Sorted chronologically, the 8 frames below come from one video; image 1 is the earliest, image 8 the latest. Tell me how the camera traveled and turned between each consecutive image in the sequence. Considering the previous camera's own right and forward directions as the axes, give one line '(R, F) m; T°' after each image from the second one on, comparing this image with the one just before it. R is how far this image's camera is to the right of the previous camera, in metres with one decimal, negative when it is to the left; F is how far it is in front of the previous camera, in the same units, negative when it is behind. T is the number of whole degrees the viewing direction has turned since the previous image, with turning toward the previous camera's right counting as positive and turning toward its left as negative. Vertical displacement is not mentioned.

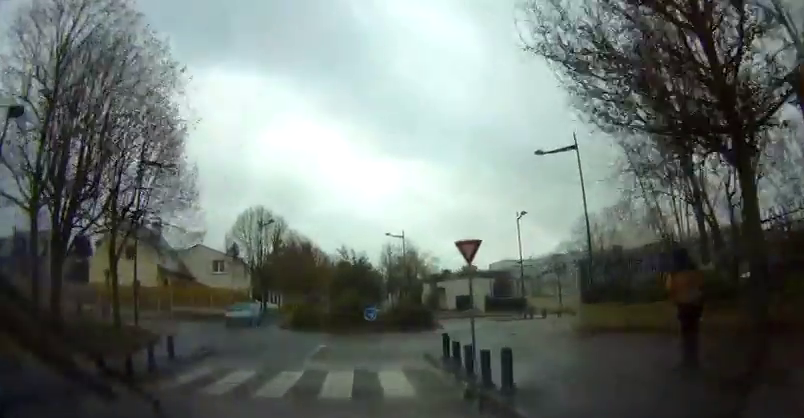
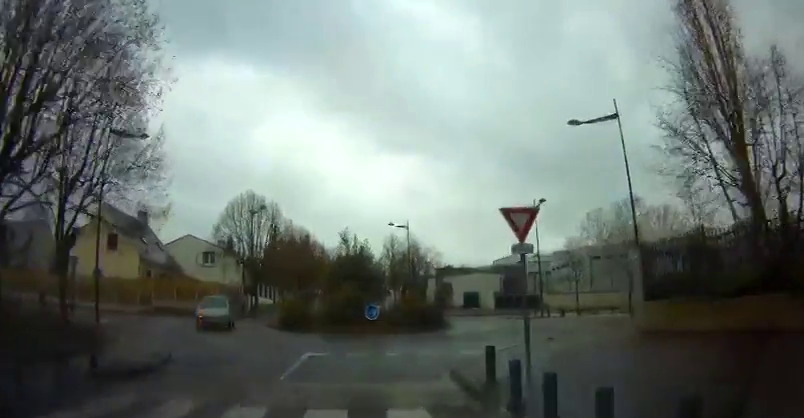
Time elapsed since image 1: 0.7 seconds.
(0.0, +4.3) m; +1°
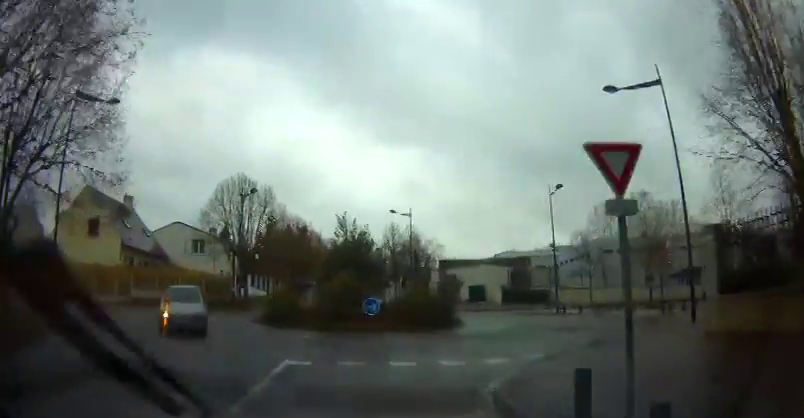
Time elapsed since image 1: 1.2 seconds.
(0.0, +3.4) m; +3°
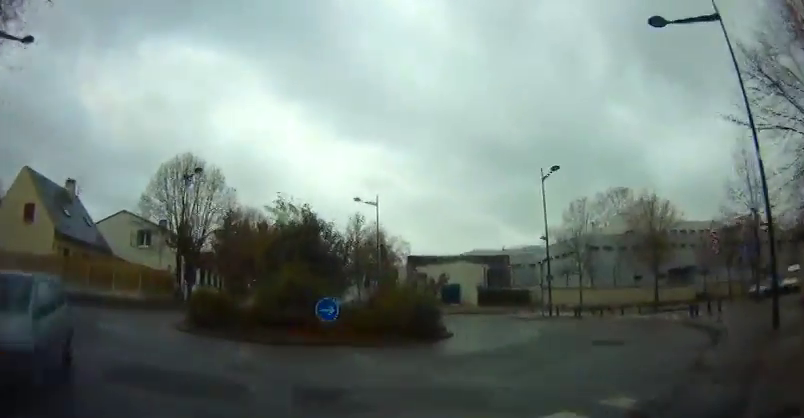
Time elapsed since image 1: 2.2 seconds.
(+0.4, +5.5) m; +7°
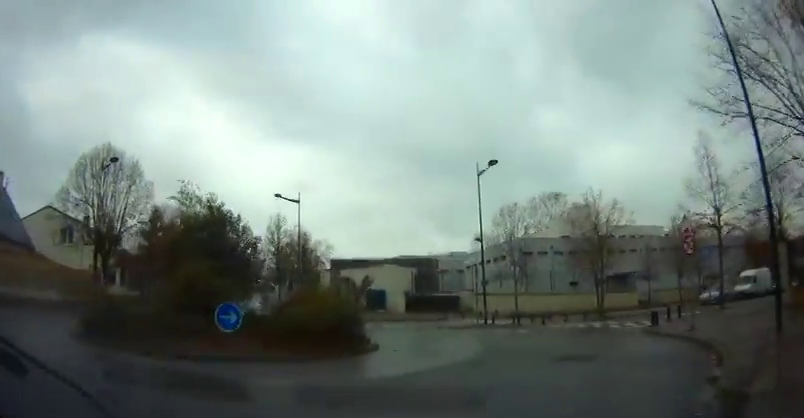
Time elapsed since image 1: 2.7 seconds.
(+0.1, +2.7) m; +6°
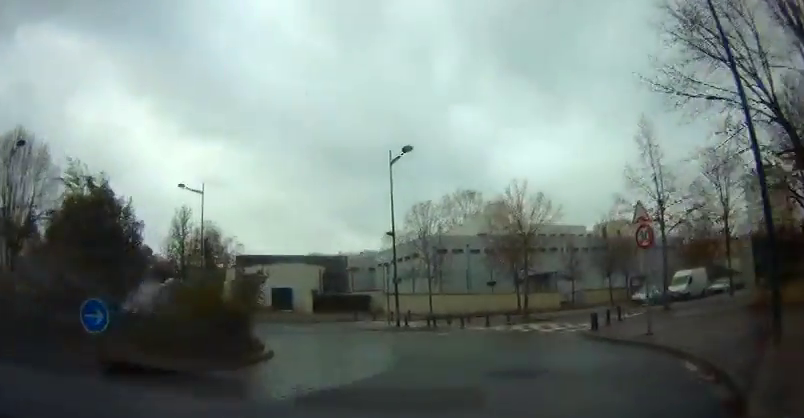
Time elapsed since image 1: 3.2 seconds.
(0.0, +2.5) m; +9°
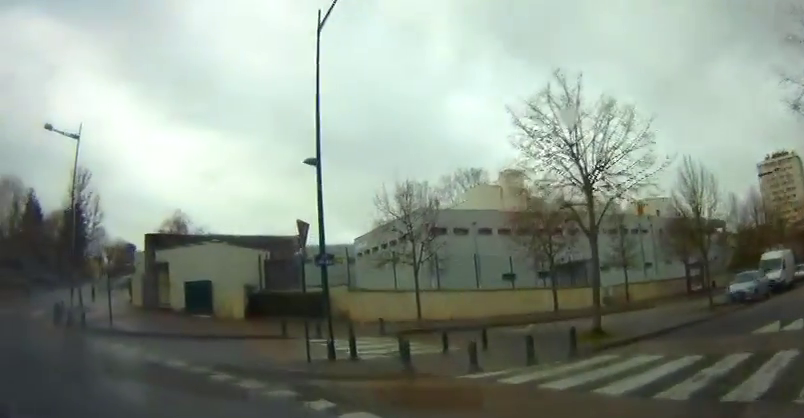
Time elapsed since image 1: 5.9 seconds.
(+1.8, +12.7) m; -8°
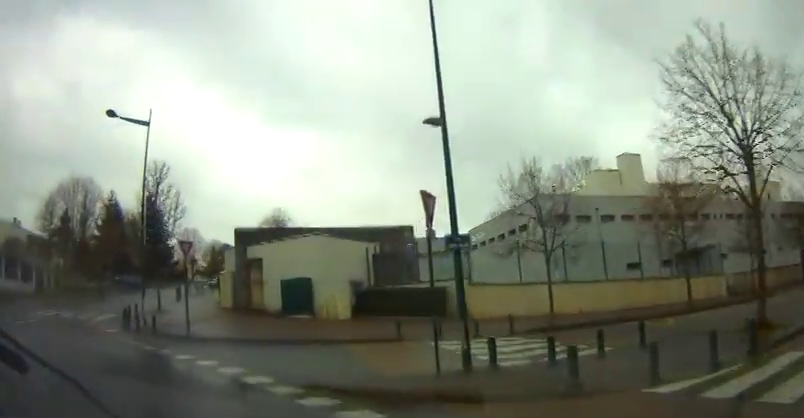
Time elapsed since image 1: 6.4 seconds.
(+0.3, +2.4) m; -12°
